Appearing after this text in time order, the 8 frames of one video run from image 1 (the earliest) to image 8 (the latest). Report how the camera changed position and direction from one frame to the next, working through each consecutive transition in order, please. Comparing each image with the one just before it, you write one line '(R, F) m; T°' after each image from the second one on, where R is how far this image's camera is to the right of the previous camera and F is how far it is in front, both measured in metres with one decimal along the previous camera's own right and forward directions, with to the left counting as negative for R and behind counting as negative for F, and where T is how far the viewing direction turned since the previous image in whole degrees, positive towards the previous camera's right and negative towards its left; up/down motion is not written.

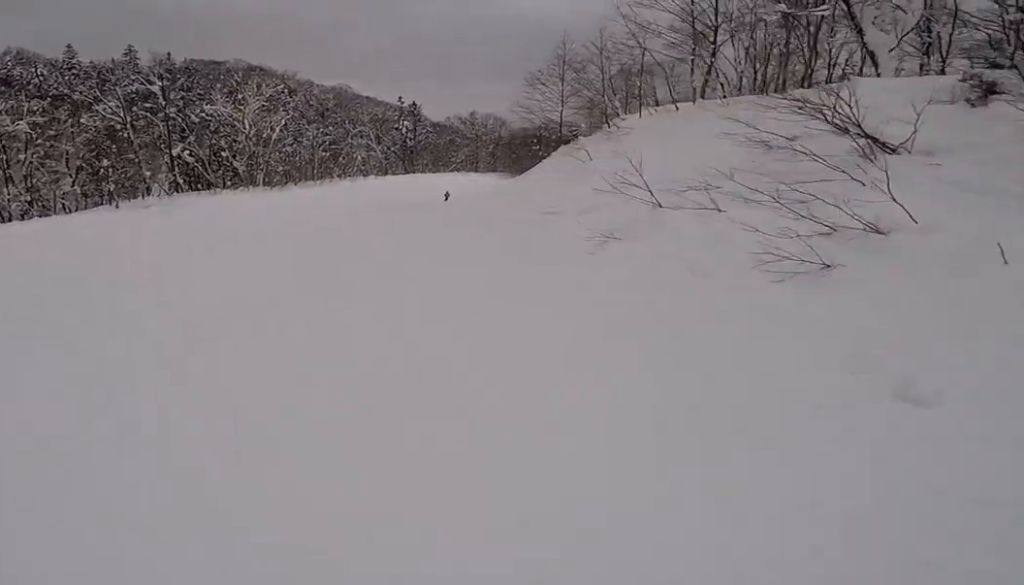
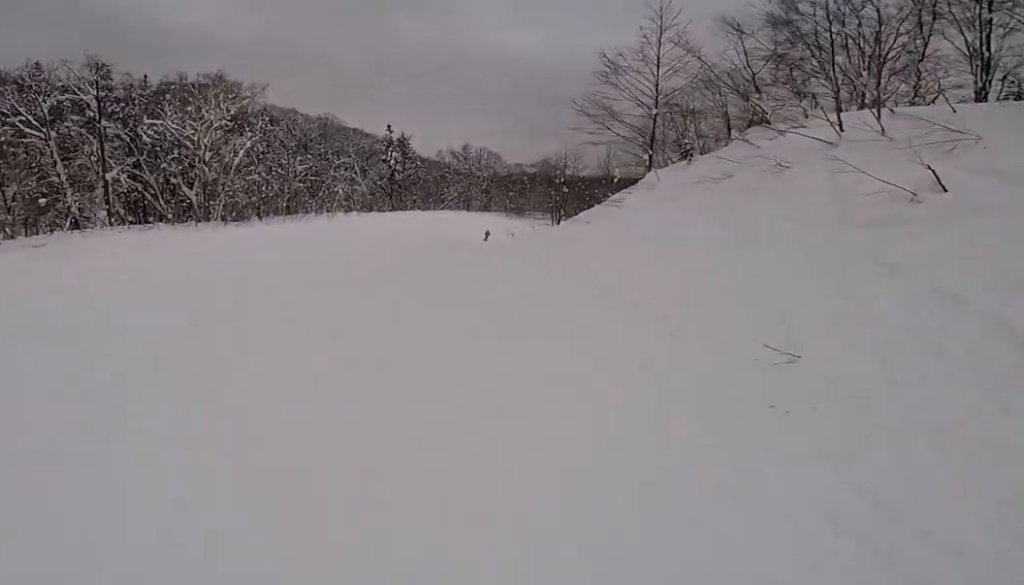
(+0.6, +12.3) m; +9°
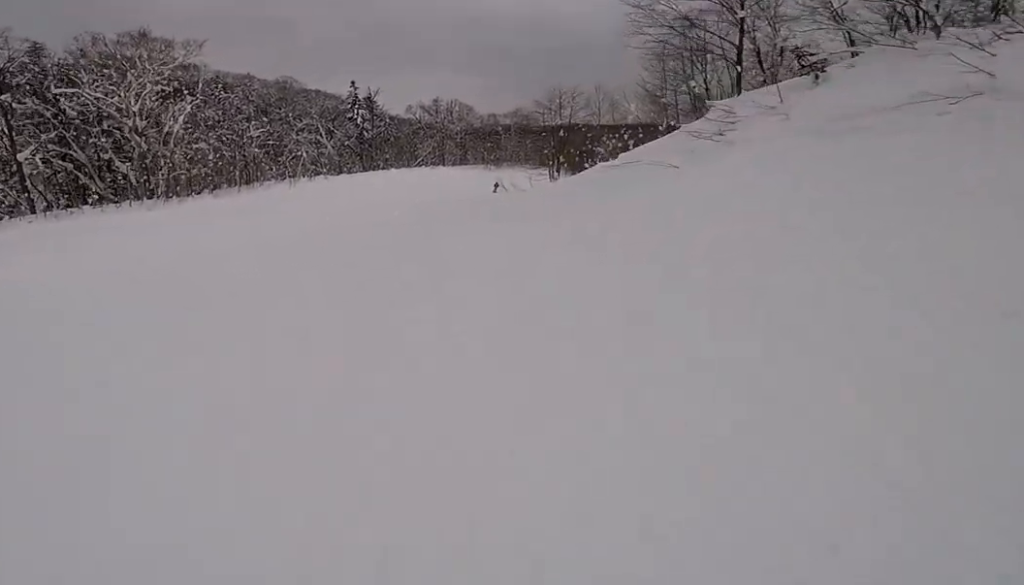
(+0.7, +6.6) m; +5°
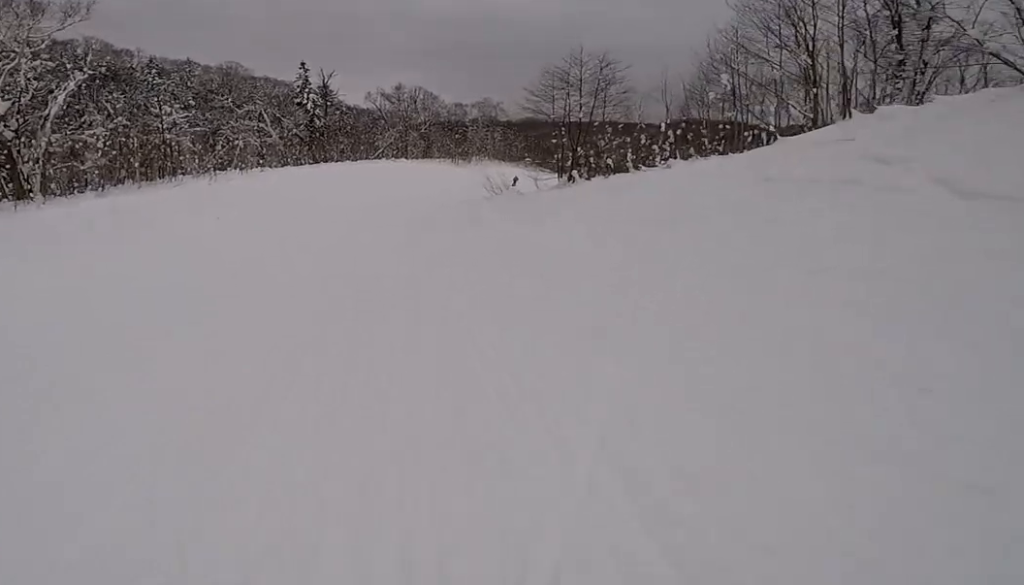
(-0.2, +11.4) m; -10°
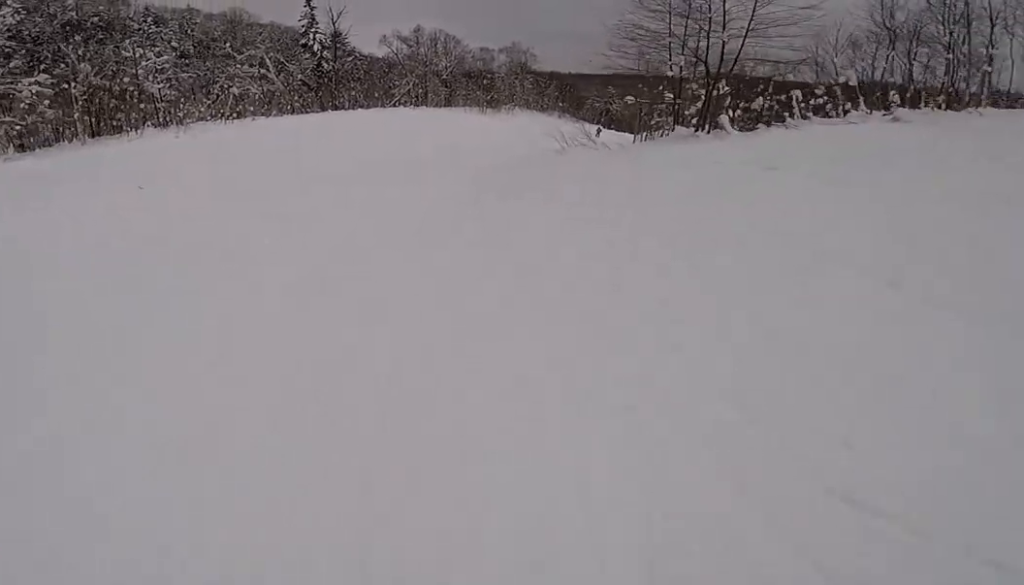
(-1.4, +9.7) m; +3°
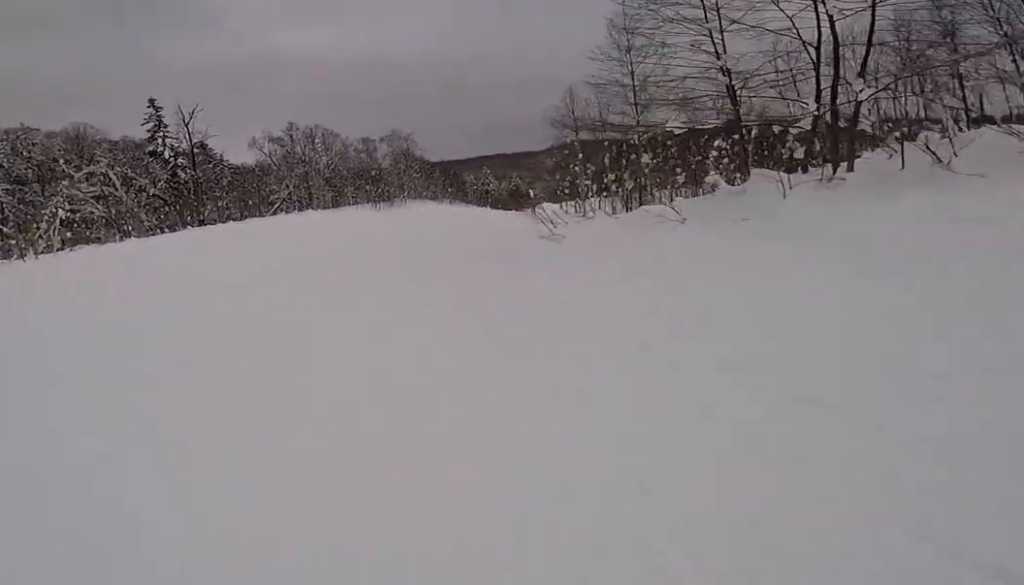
(+2.3, +10.1) m; +20°
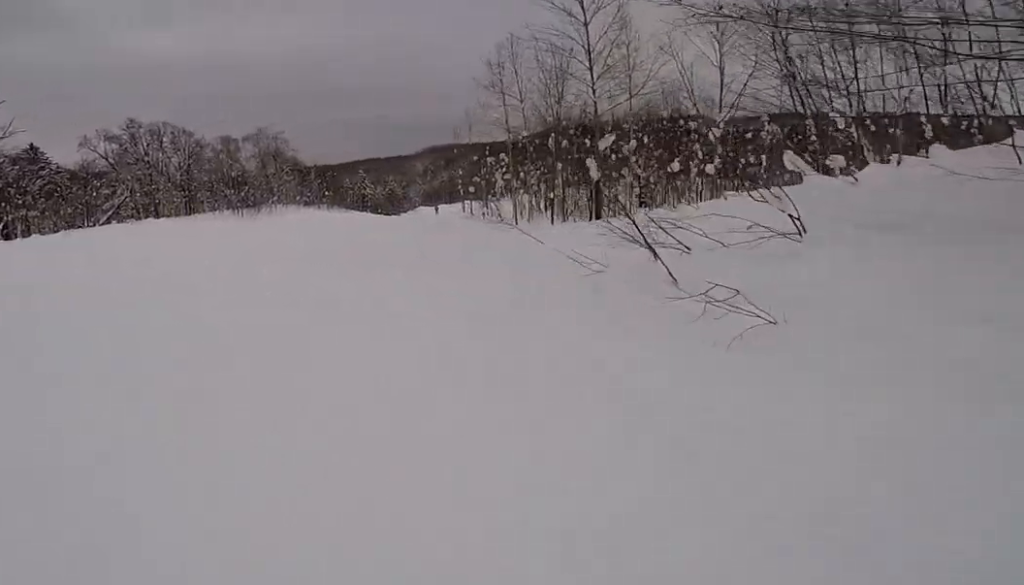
(+1.1, +9.4) m; +7°
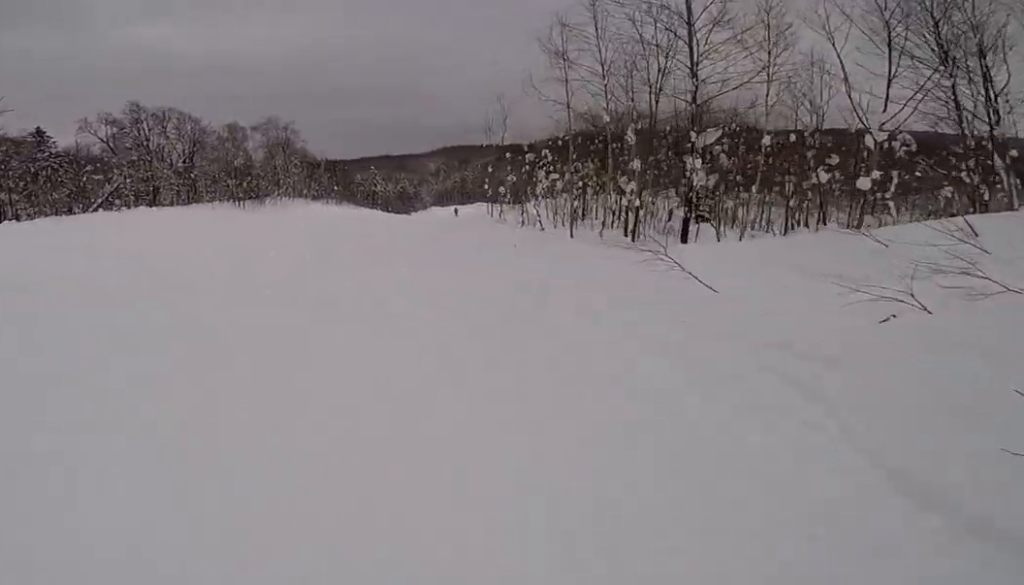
(0.0, +4.8) m; 0°
